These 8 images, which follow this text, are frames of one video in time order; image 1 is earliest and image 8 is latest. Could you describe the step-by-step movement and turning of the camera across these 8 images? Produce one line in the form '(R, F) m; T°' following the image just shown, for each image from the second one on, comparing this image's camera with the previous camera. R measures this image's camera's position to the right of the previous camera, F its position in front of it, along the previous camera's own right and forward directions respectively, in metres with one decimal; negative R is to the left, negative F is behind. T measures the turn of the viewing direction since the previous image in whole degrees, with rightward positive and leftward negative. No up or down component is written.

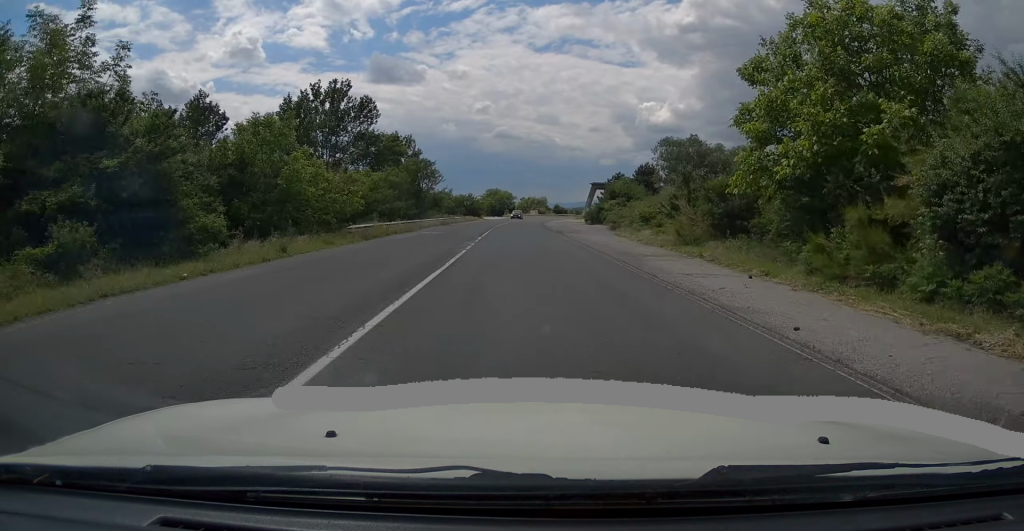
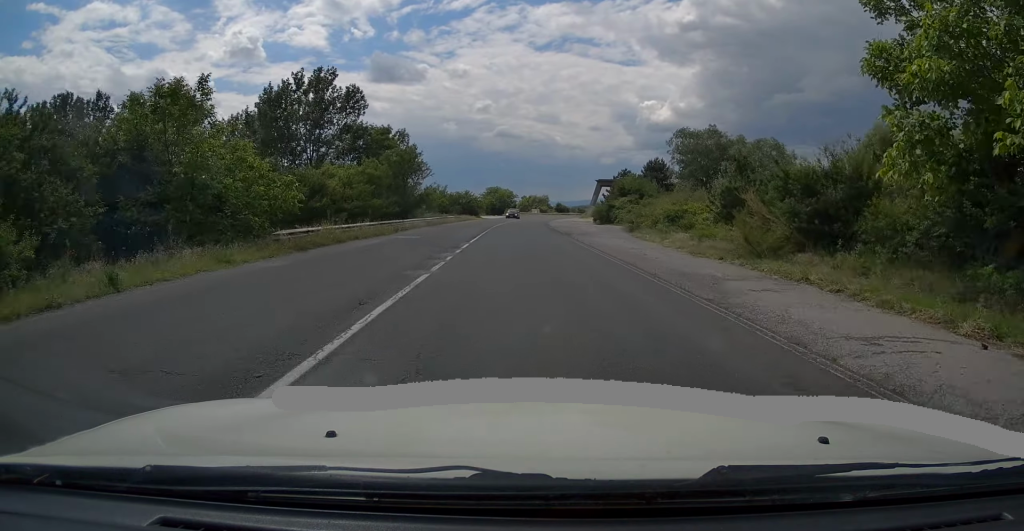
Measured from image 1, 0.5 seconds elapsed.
(0.0, +7.3) m; 0°
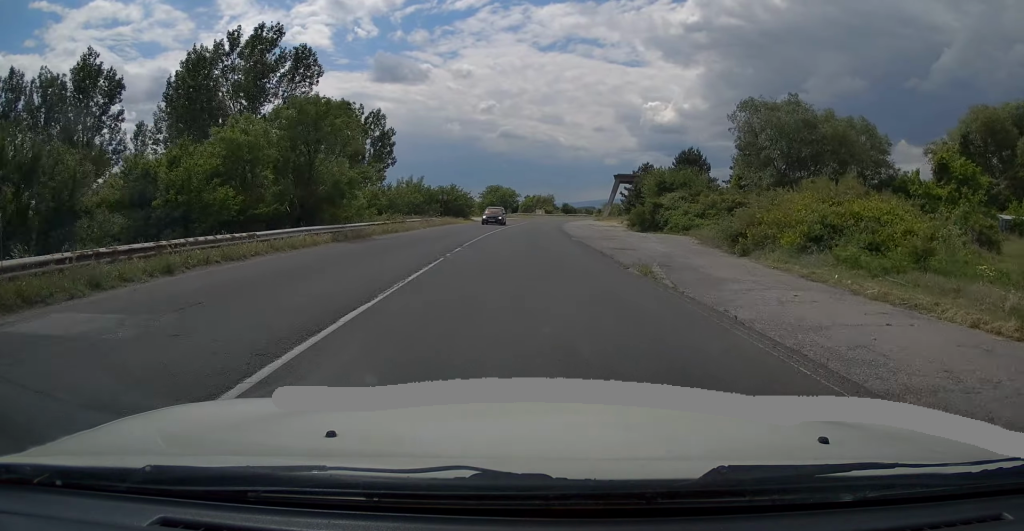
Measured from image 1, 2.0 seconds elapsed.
(0.0, +20.3) m; -1°
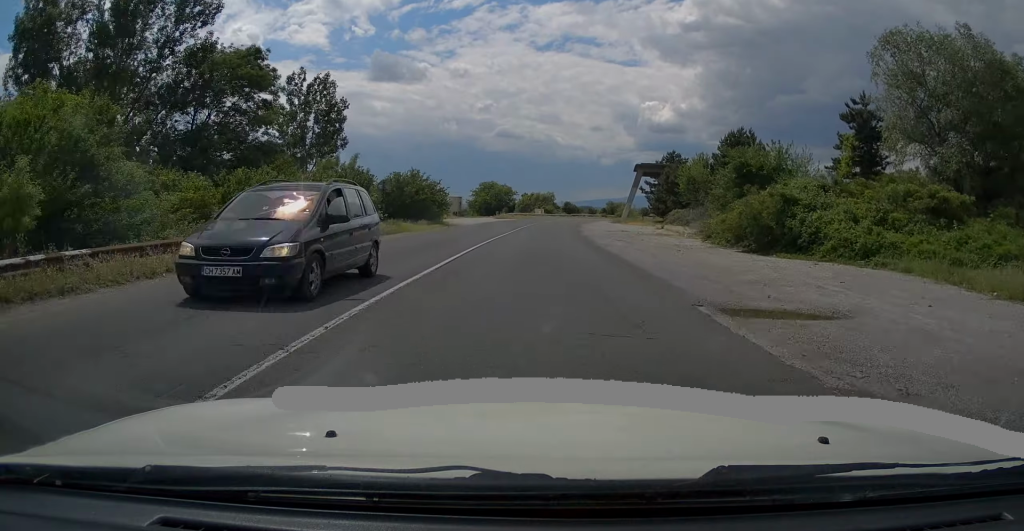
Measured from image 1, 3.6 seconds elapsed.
(-0.3, +21.8) m; 0°
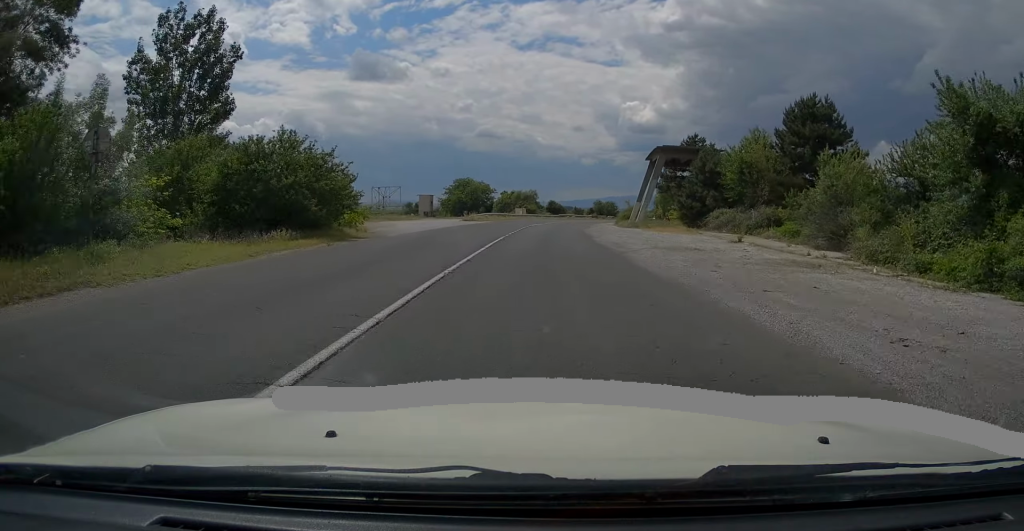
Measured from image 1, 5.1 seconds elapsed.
(+0.4, +21.5) m; +3°
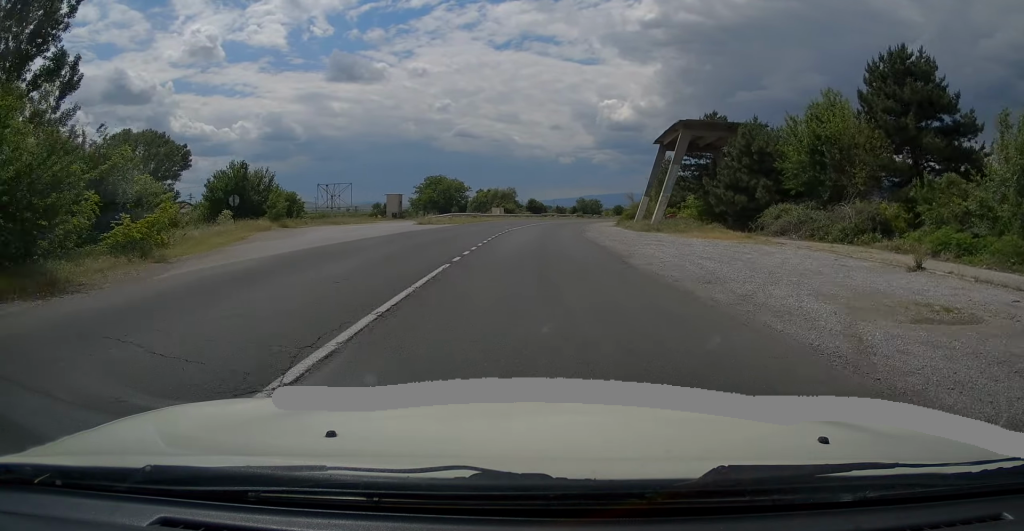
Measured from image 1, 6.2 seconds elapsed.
(+0.4, +15.2) m; +2°
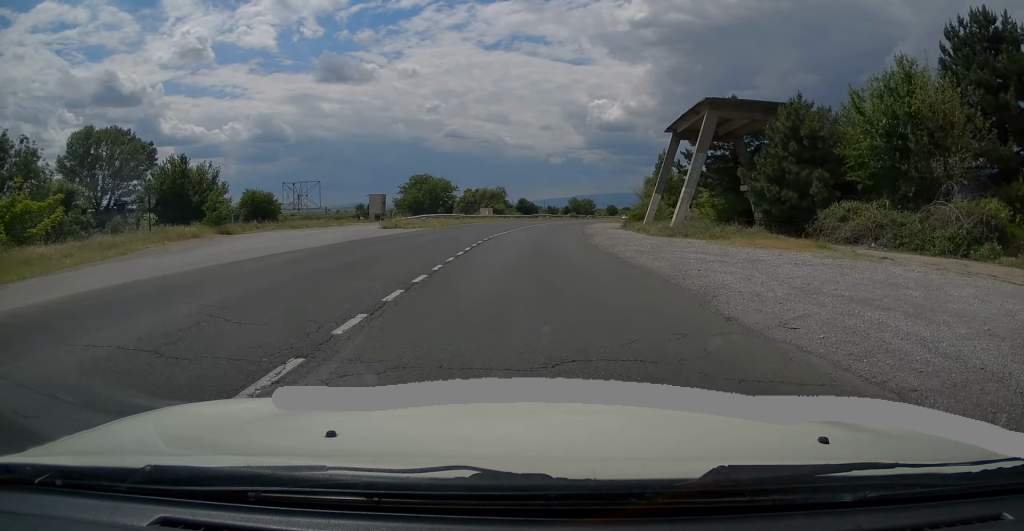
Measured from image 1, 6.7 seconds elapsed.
(0.0, +8.2) m; +1°
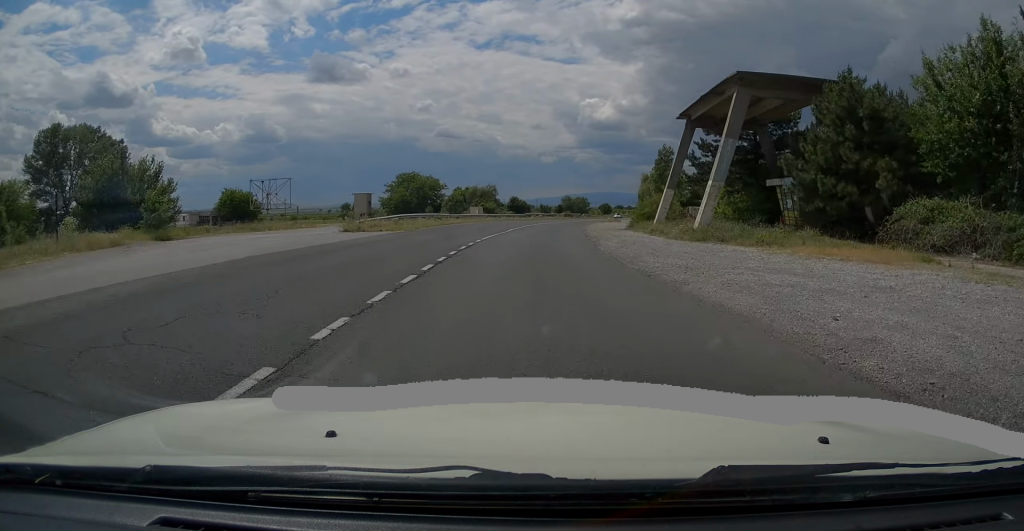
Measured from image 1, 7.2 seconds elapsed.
(-0.1, +6.3) m; +1°
